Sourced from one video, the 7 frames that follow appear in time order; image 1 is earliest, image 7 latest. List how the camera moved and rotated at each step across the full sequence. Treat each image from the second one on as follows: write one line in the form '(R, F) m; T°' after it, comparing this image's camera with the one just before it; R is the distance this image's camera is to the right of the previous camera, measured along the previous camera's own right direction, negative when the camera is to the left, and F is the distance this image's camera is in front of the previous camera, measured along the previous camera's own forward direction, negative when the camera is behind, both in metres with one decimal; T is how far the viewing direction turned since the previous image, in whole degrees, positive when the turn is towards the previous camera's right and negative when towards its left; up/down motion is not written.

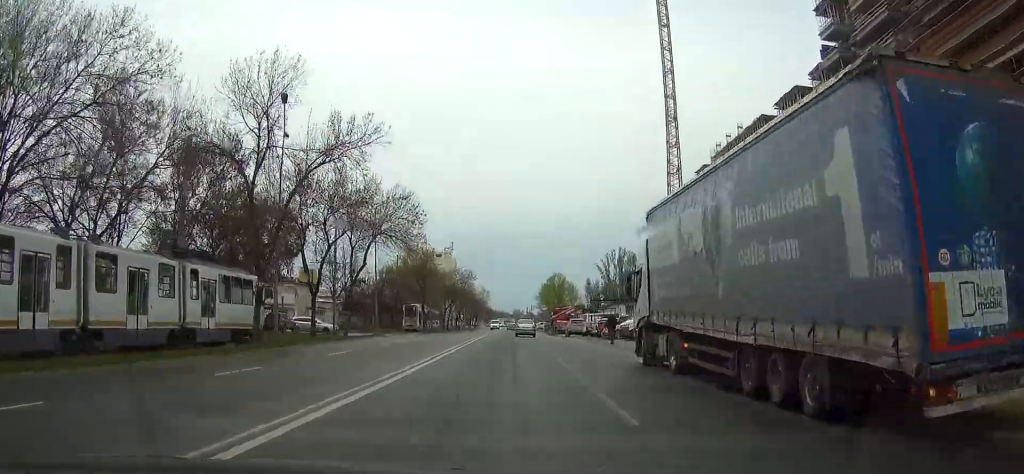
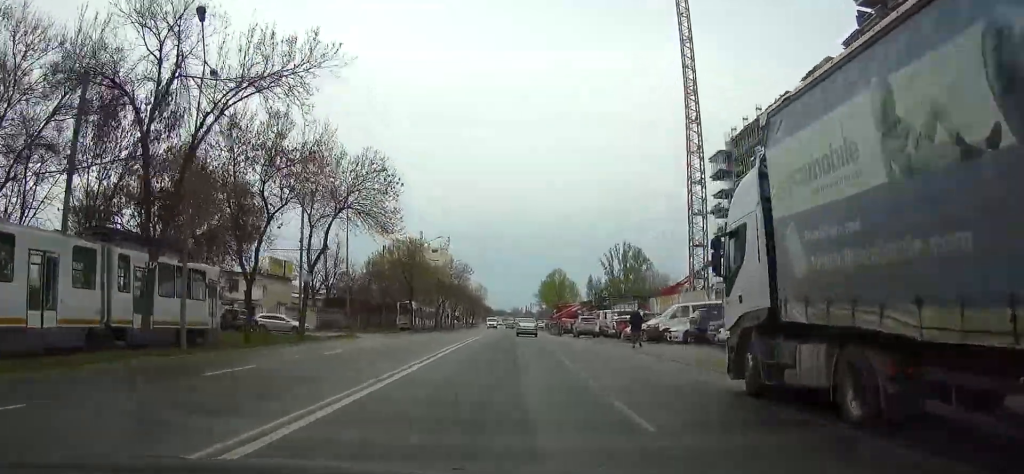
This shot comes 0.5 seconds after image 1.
(0.0, +9.5) m; 0°
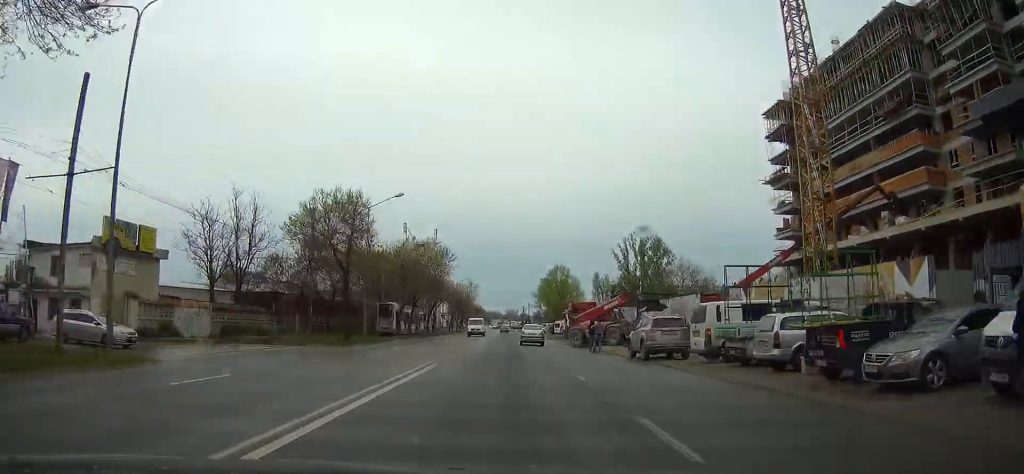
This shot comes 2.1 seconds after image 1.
(+0.1, +28.3) m; 0°
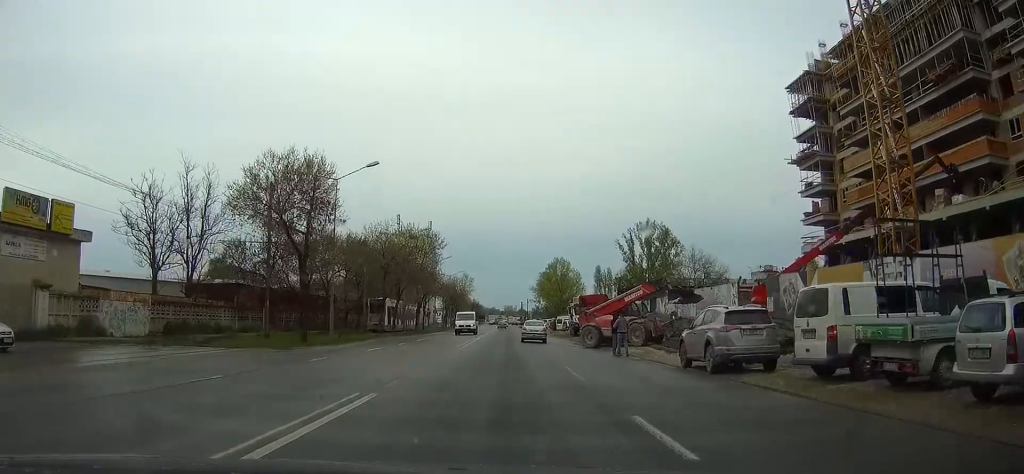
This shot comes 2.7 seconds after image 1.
(0.0, +9.4) m; 0°
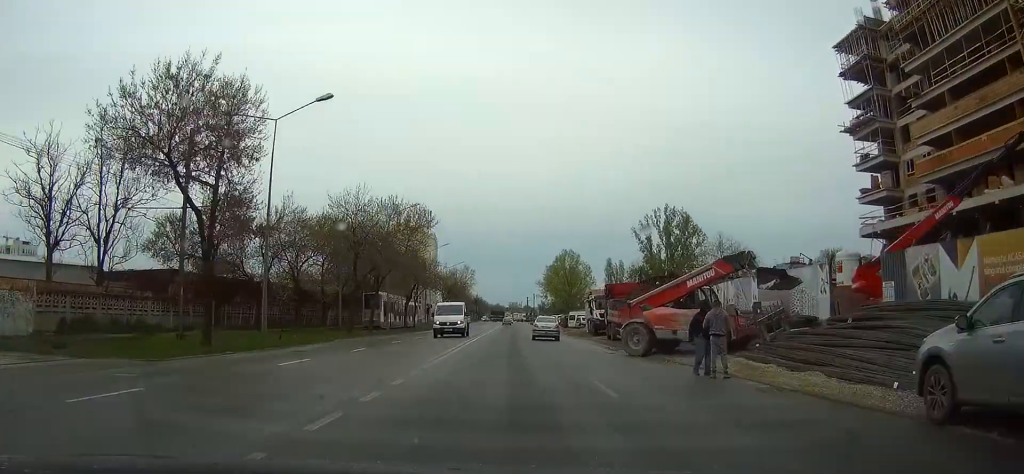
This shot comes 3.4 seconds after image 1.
(0.0, +12.8) m; 0°
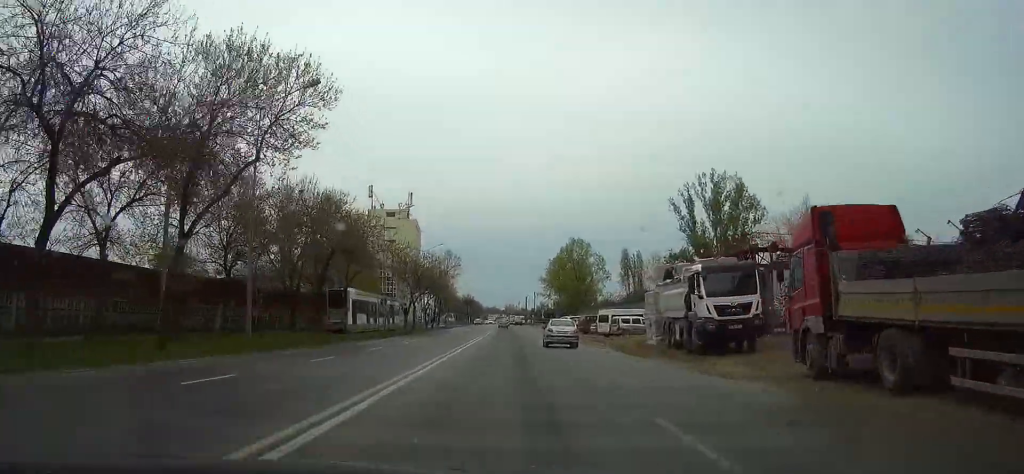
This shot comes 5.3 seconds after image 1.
(+0.3, +32.3) m; 0°
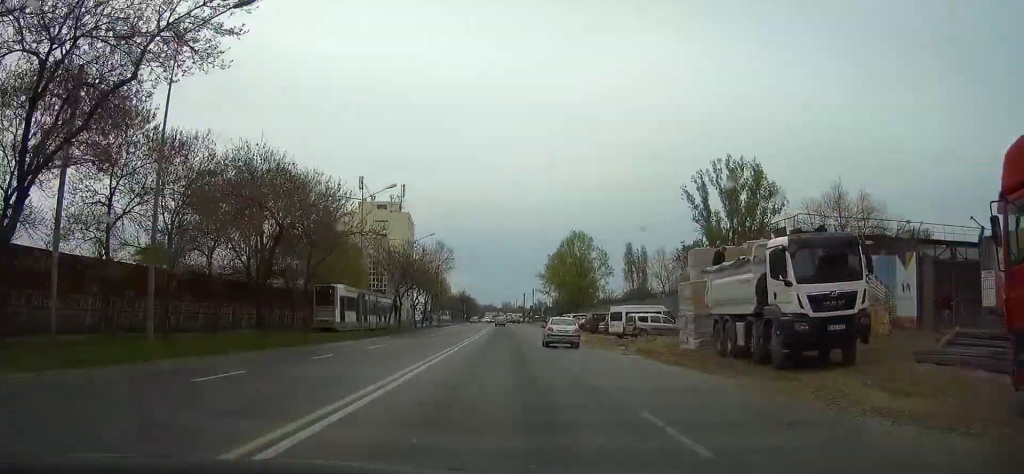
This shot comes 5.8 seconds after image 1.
(0.0, +8.2) m; 0°
